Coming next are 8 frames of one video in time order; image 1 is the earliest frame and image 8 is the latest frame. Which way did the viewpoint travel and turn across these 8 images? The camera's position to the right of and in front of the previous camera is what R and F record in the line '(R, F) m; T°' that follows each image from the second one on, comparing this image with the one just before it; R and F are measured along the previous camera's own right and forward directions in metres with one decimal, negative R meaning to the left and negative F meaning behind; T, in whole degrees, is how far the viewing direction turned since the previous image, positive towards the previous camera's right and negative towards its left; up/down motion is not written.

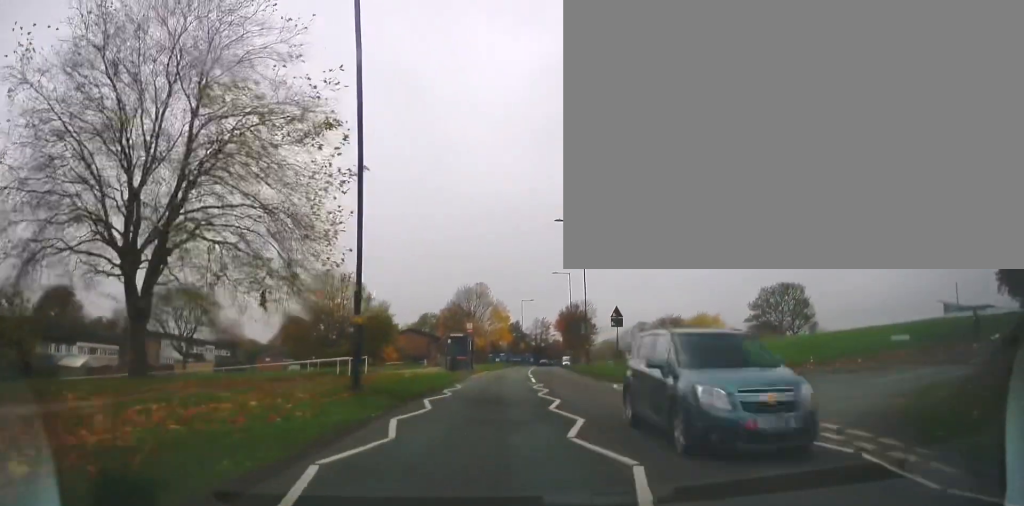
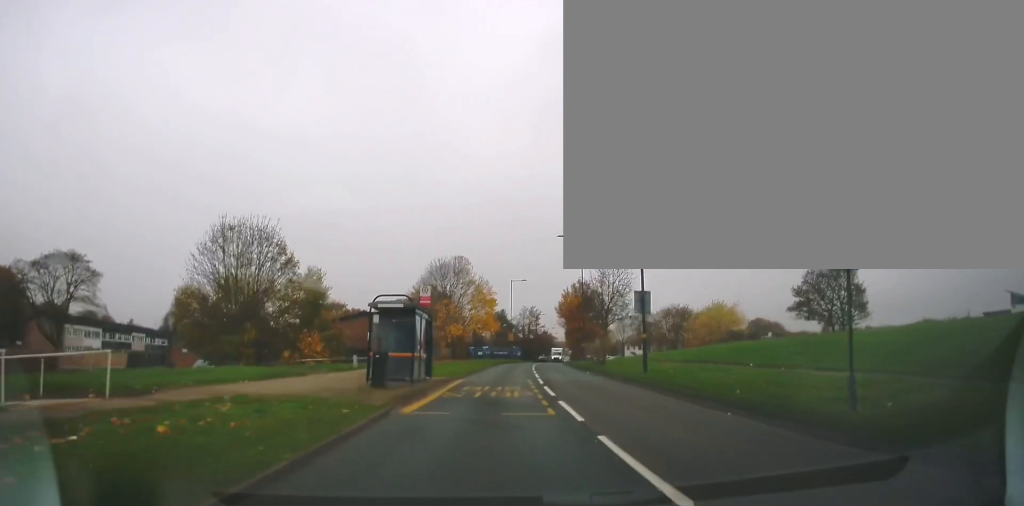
(-0.2, +22.6) m; 0°
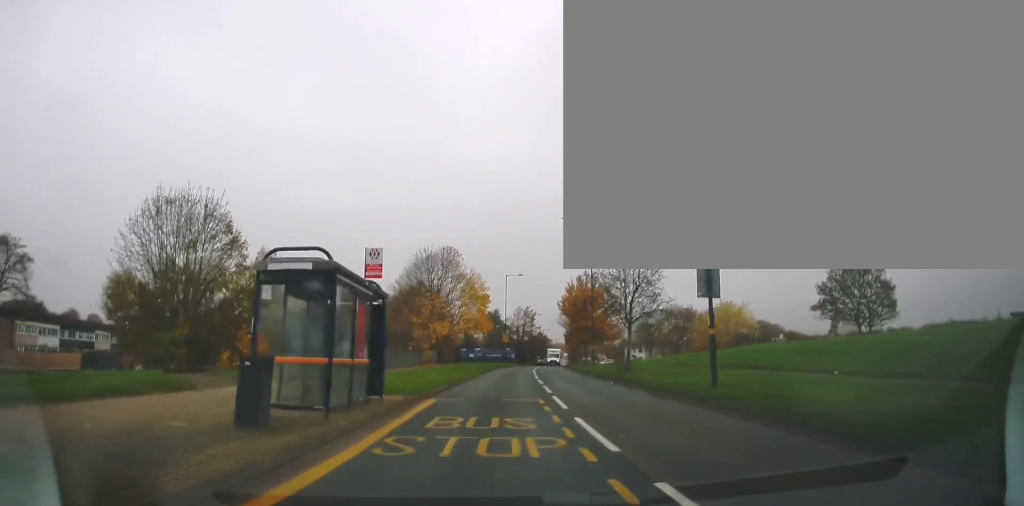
(+0.3, +8.6) m; +2°
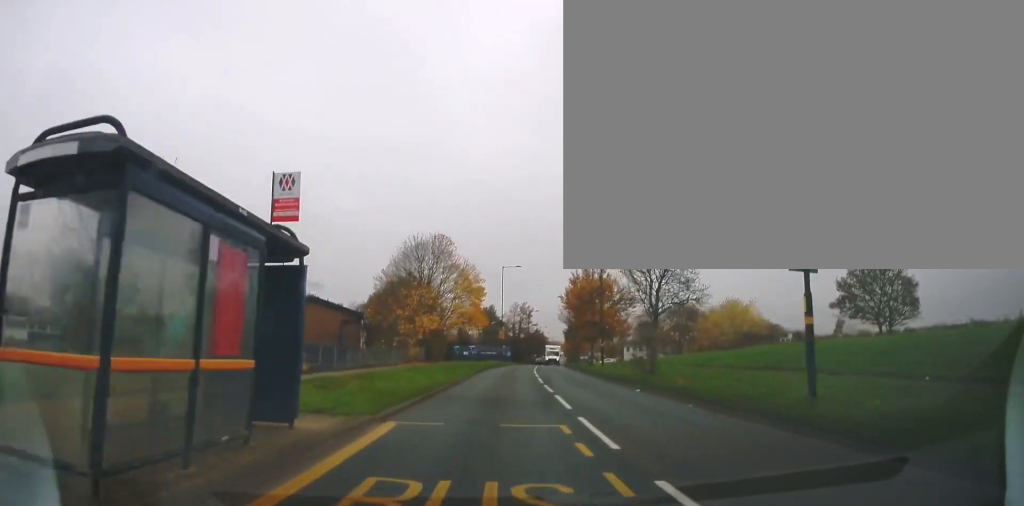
(+0.1, +5.9) m; 0°
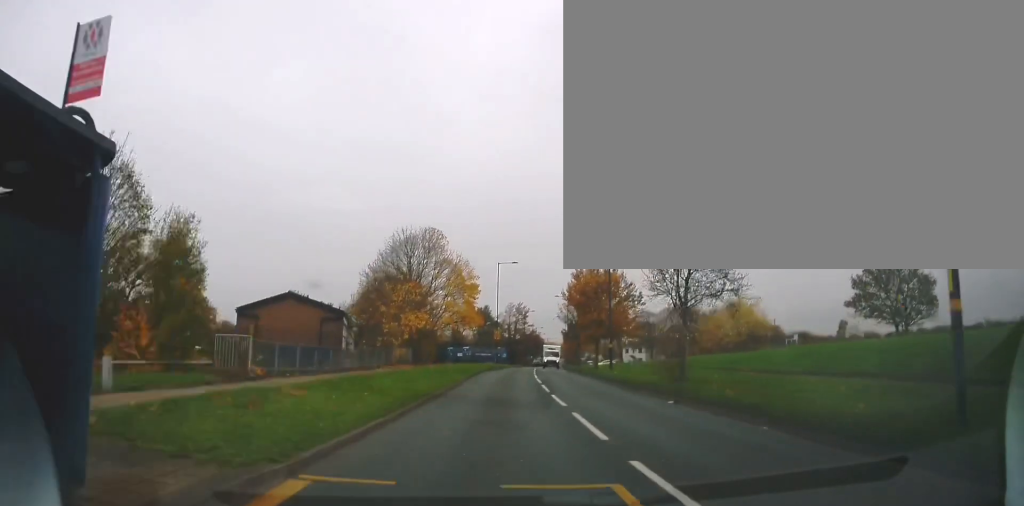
(0.0, +4.9) m; 0°
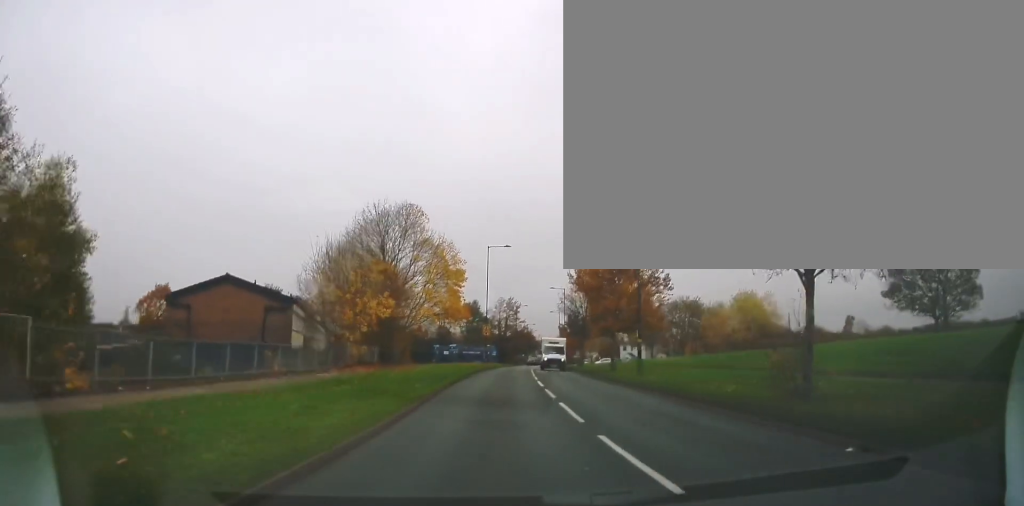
(-0.1, +9.1) m; -1°
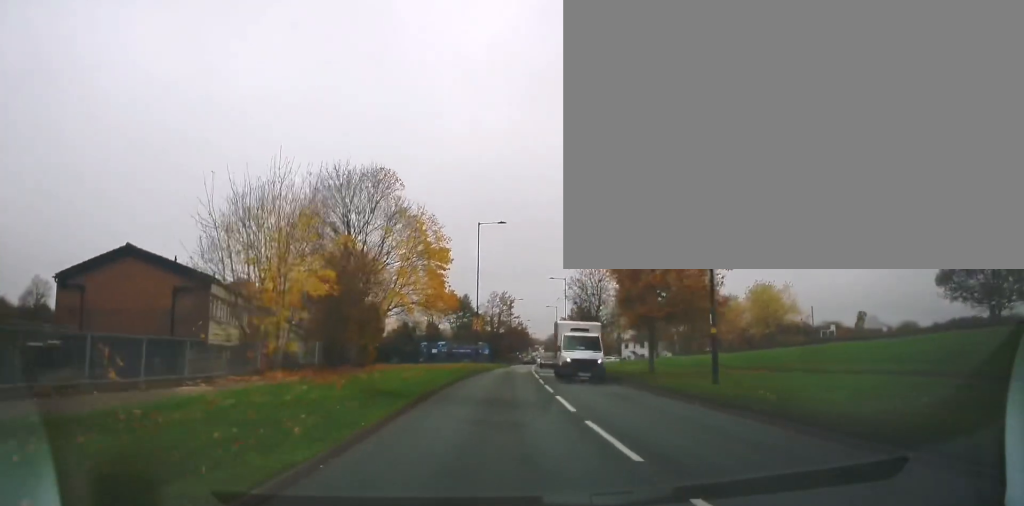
(0.0, +10.5) m; 0°
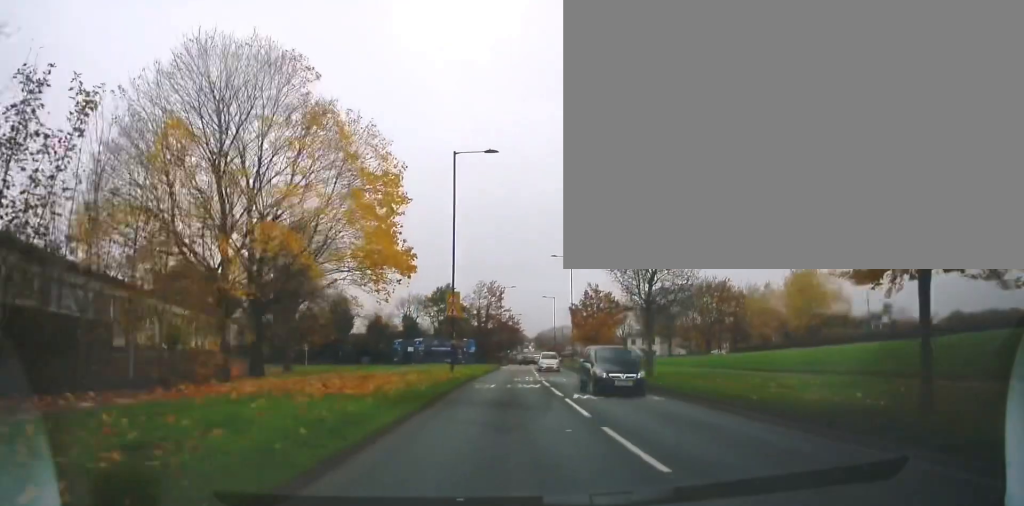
(+0.8, +17.9) m; +5°
